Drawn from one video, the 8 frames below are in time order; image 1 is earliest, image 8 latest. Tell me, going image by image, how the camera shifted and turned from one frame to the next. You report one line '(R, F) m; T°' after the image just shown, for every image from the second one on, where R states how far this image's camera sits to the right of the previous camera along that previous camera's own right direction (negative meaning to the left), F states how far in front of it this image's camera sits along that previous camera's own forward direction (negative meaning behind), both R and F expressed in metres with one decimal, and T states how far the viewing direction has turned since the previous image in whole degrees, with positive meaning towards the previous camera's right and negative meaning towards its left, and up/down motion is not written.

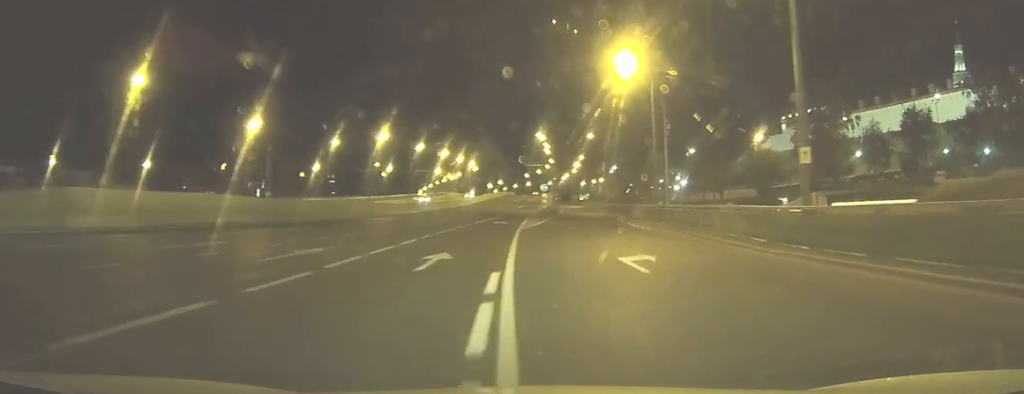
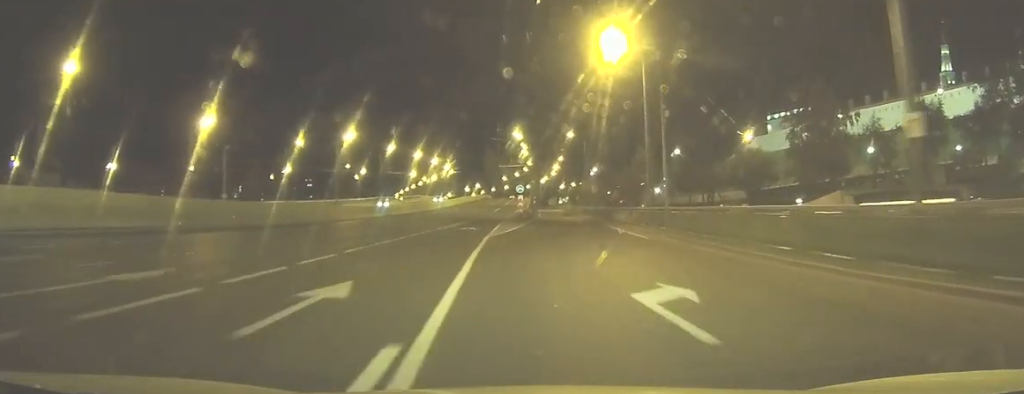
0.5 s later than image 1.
(+0.2, +6.7) m; +2°
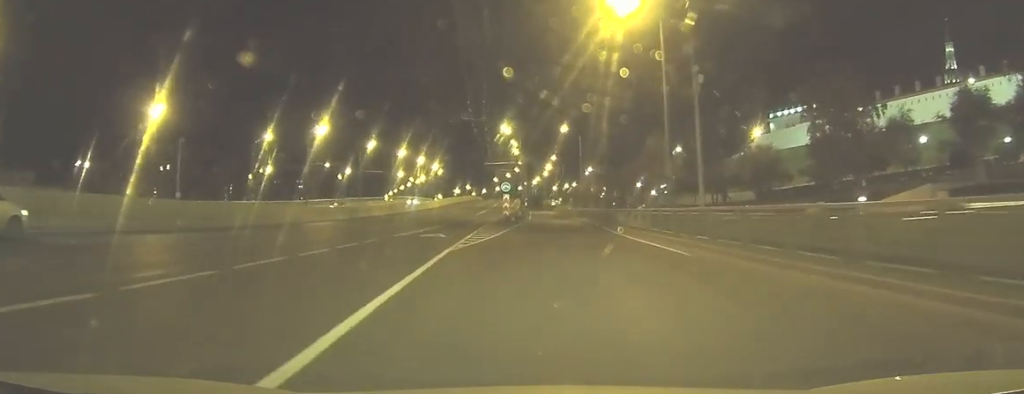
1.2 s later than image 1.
(+0.2, +9.4) m; +2°
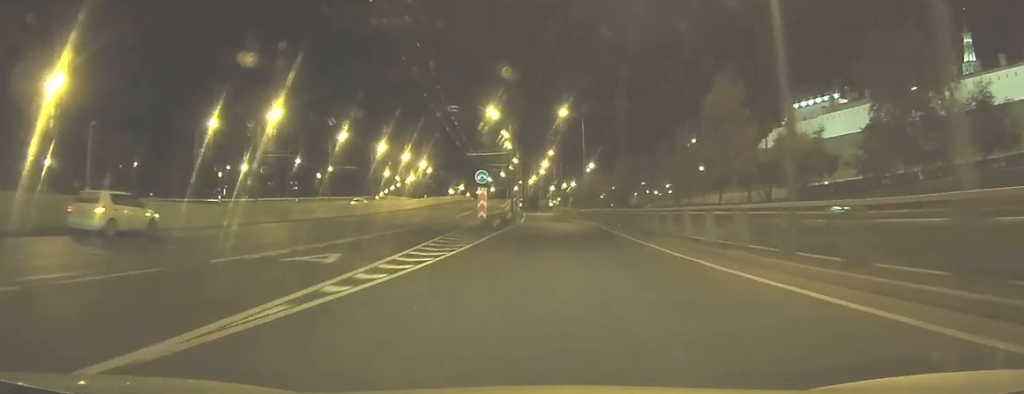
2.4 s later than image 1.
(+0.3, +15.9) m; +1°
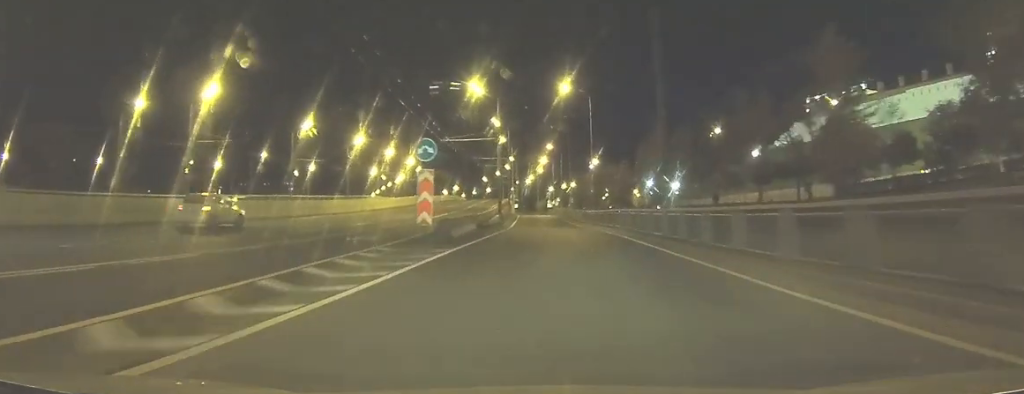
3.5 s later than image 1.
(+0.1, +15.7) m; 0°
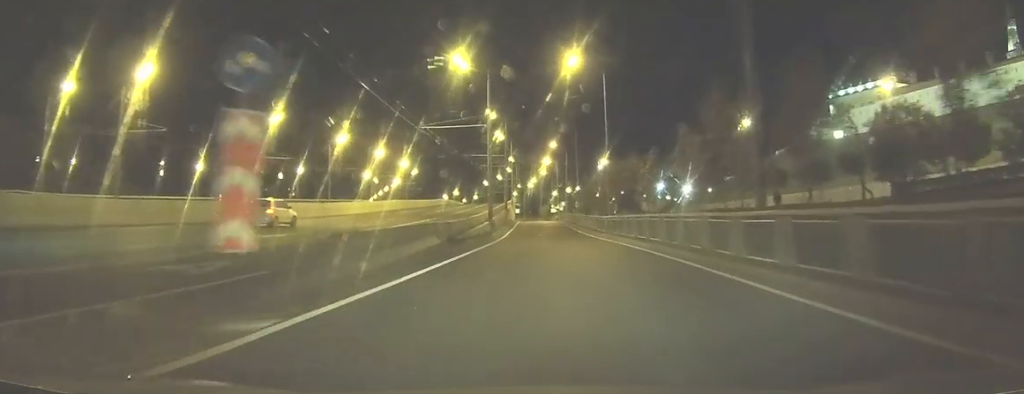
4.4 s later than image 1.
(0.0, +12.3) m; 0°
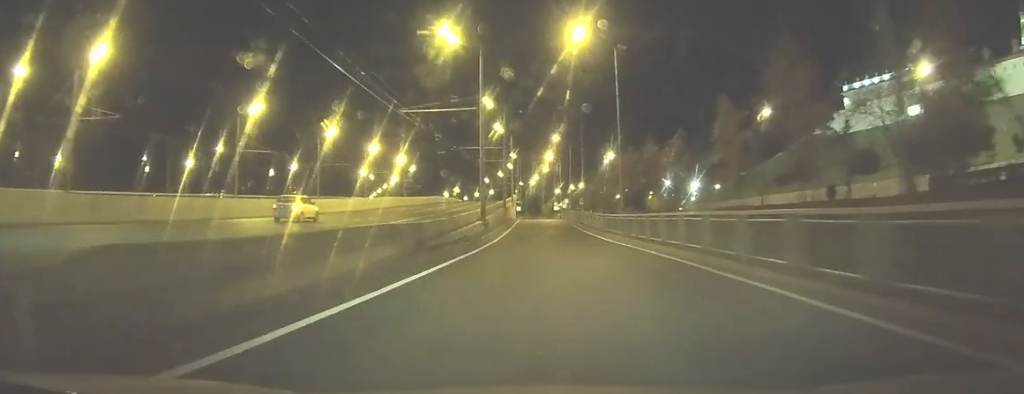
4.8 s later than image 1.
(0.0, +6.7) m; 0°
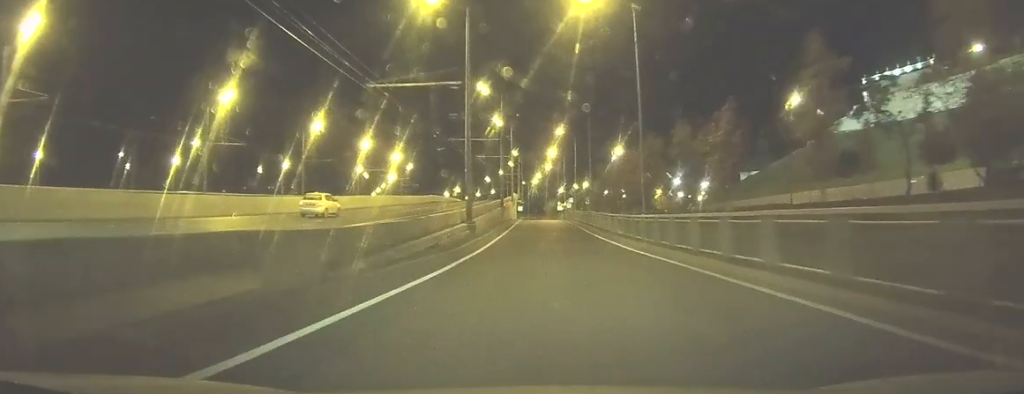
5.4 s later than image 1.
(0.0, +8.2) m; 0°
